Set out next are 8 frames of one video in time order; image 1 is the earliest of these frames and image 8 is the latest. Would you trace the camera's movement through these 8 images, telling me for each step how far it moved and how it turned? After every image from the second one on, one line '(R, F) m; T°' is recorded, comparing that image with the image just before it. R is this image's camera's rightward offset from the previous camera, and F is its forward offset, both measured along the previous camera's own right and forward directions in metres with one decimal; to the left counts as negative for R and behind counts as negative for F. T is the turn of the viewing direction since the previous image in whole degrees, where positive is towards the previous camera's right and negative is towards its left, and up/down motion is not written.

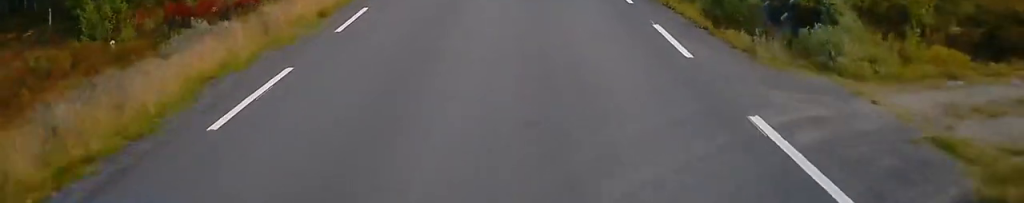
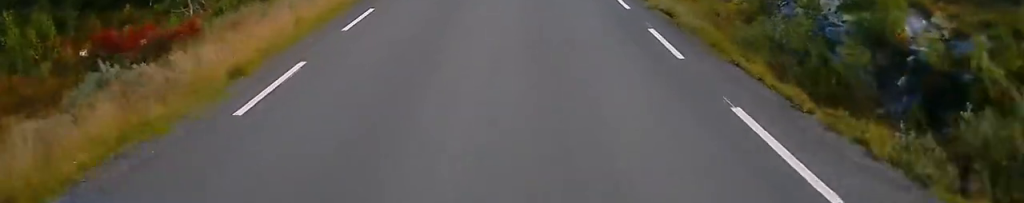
(0.0, +5.1) m; 0°
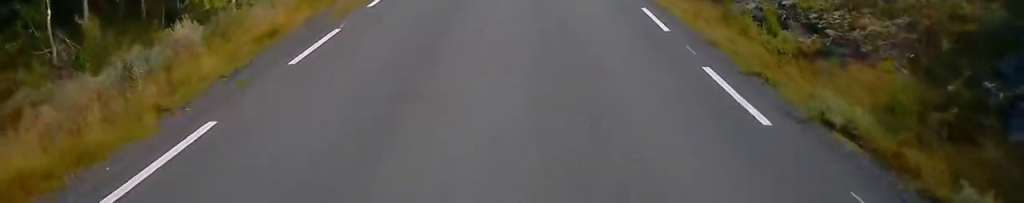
(0.0, +9.6) m; 0°
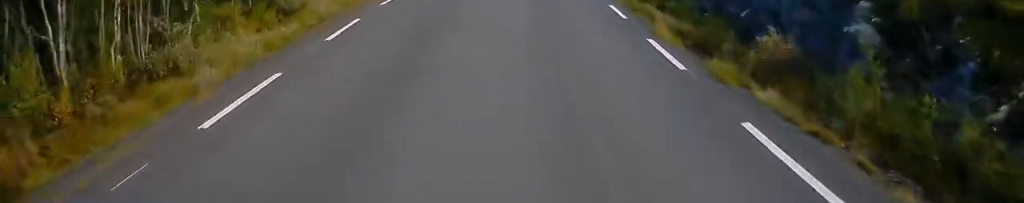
(0.0, +20.4) m; 0°
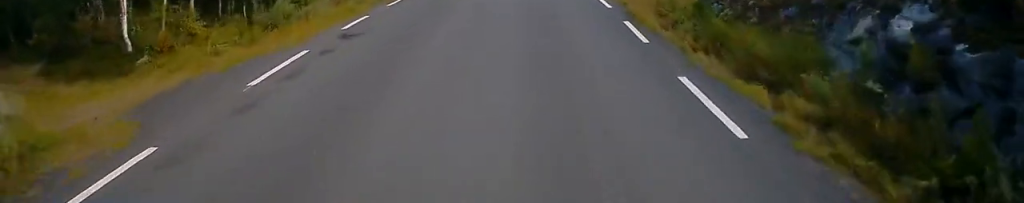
(0.0, +15.6) m; +1°
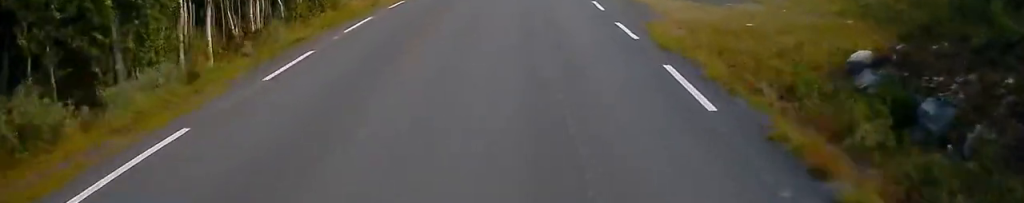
(0.0, +10.9) m; +2°
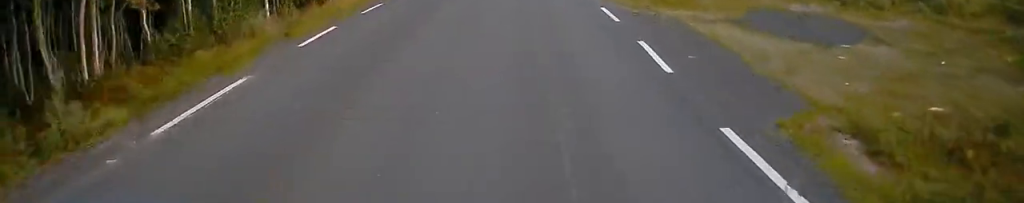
(+0.4, +9.5) m; 0°
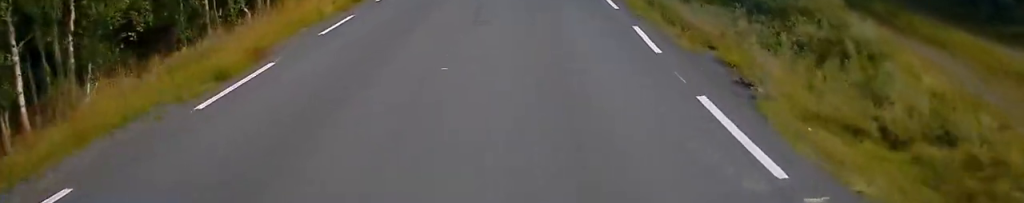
(-0.6, +16.5) m; -2°
